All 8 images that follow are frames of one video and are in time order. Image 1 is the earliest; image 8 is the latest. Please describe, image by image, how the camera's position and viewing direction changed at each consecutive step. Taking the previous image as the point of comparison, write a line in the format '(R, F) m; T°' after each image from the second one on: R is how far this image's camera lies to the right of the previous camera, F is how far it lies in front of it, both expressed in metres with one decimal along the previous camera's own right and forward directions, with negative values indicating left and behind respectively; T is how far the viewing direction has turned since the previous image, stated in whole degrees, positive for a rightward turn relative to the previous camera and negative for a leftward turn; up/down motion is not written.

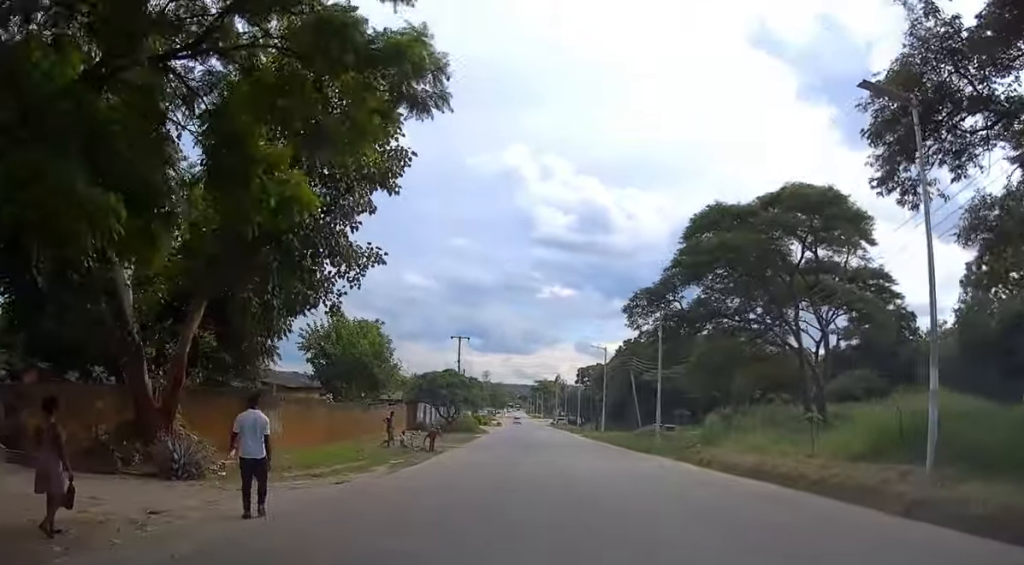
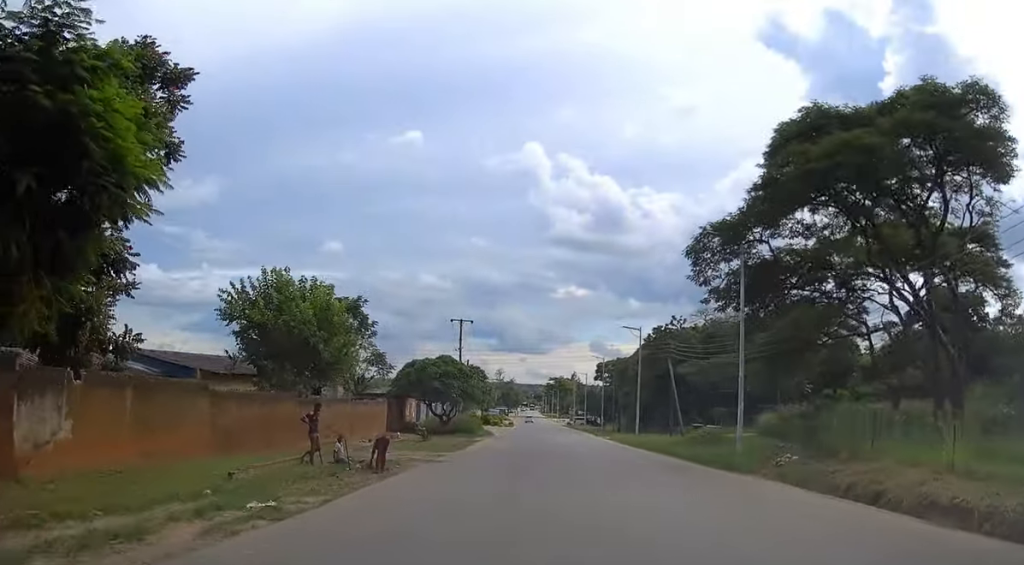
(-0.1, +12.8) m; -1°
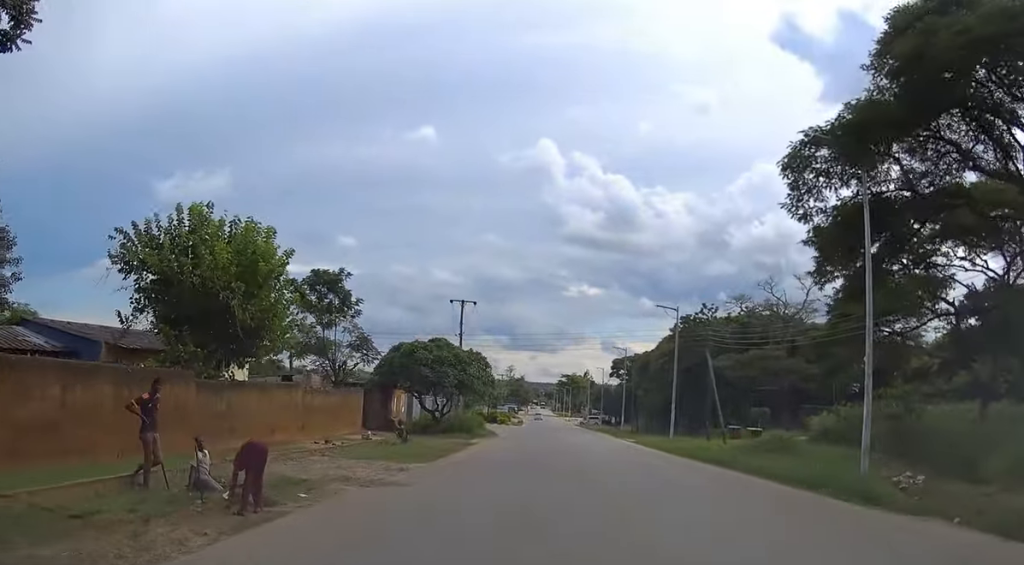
(-0.1, +9.0) m; 0°
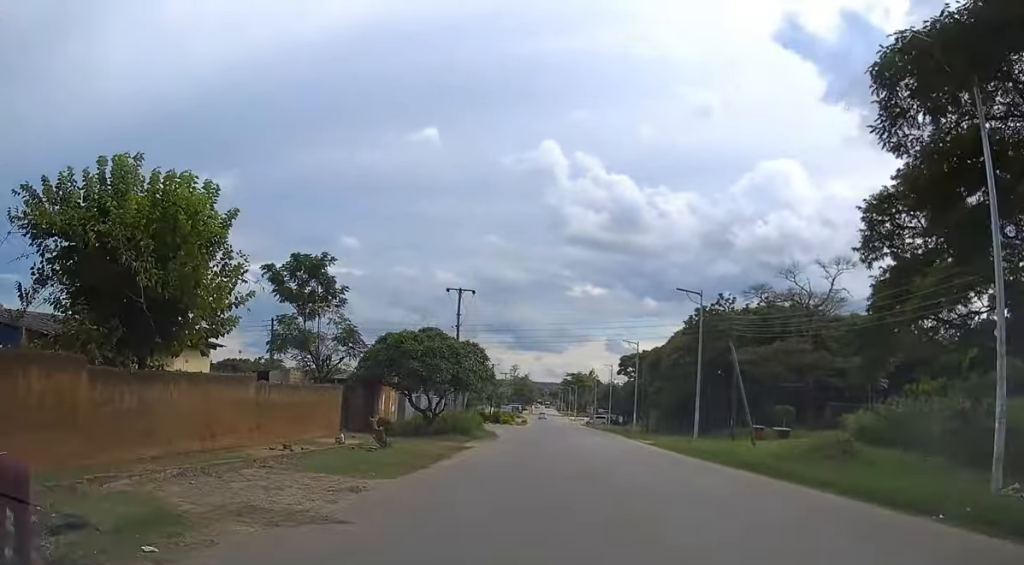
(+0.1, +5.0) m; 0°
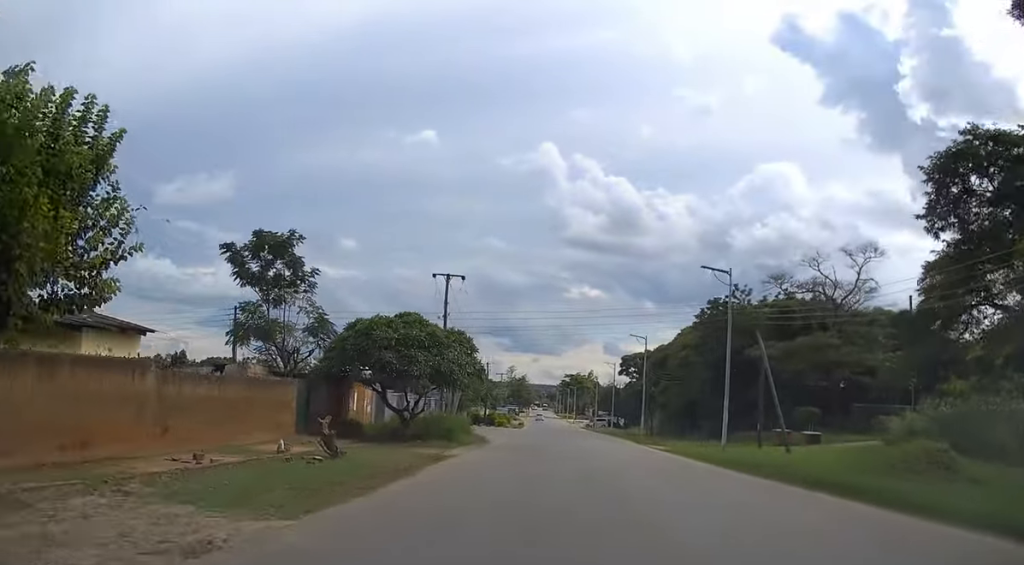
(+0.1, +5.8) m; 0°
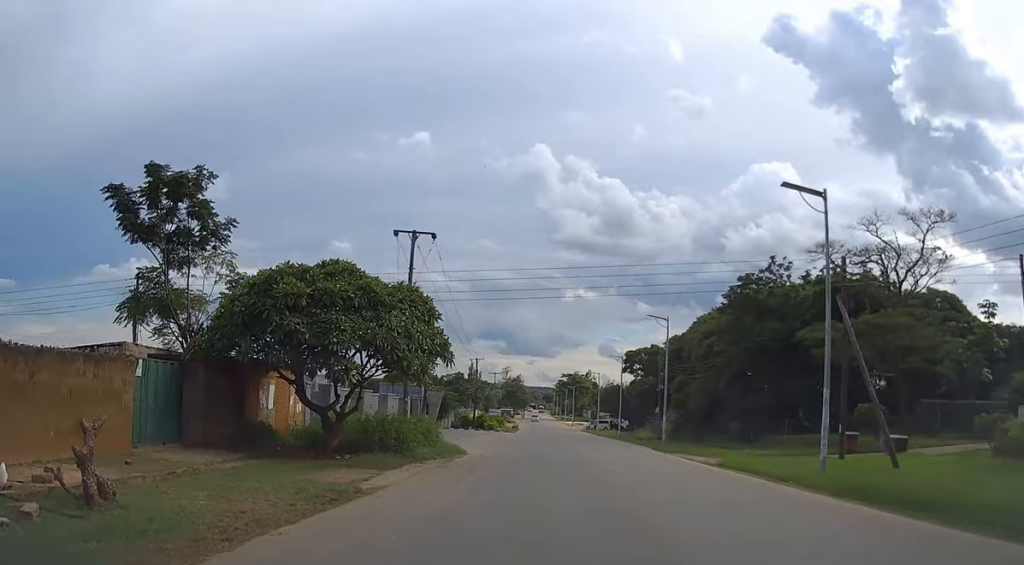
(-0.2, +11.1) m; 0°
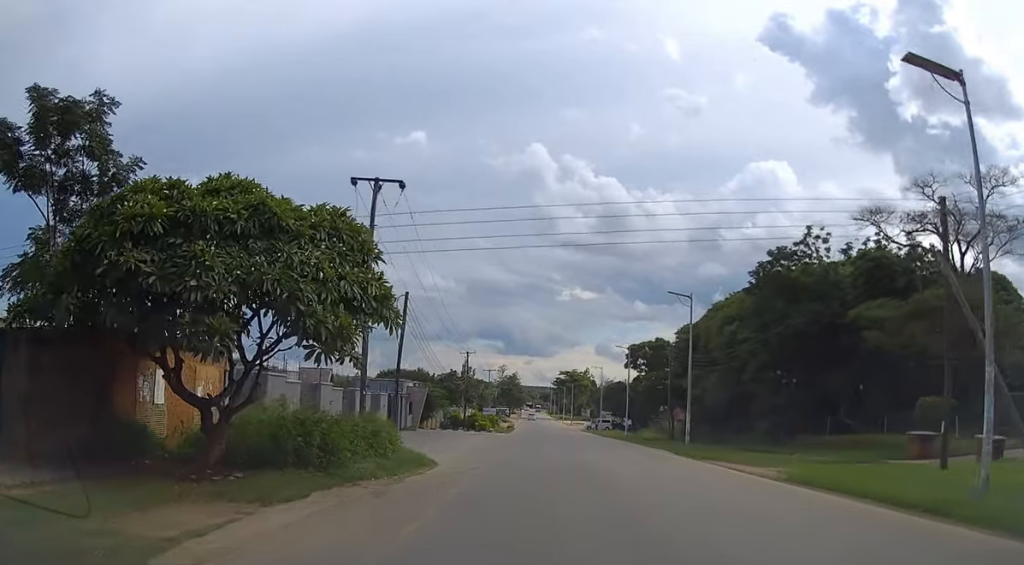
(0.0, +7.8) m; +1°
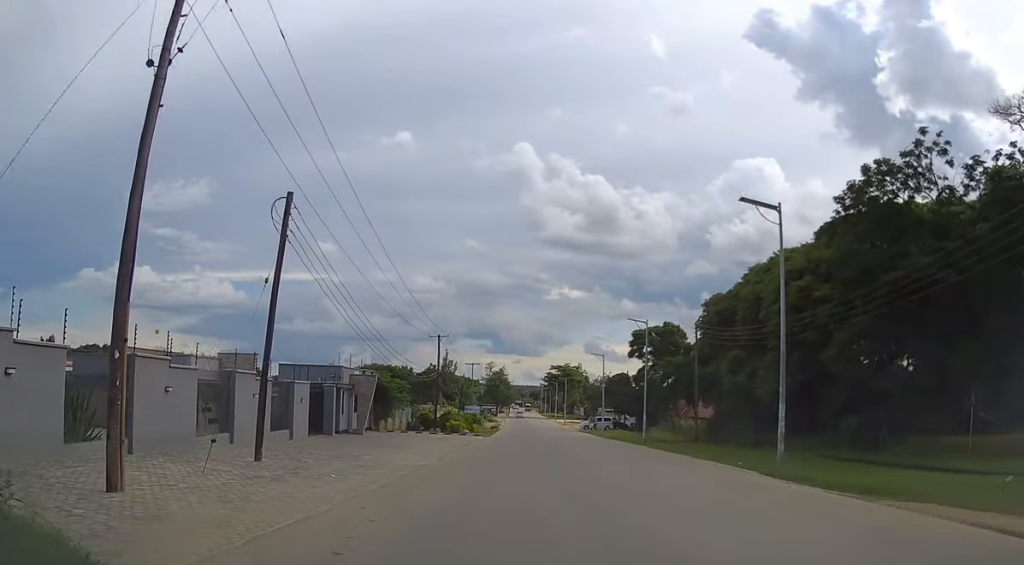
(+0.3, +15.5) m; +1°
